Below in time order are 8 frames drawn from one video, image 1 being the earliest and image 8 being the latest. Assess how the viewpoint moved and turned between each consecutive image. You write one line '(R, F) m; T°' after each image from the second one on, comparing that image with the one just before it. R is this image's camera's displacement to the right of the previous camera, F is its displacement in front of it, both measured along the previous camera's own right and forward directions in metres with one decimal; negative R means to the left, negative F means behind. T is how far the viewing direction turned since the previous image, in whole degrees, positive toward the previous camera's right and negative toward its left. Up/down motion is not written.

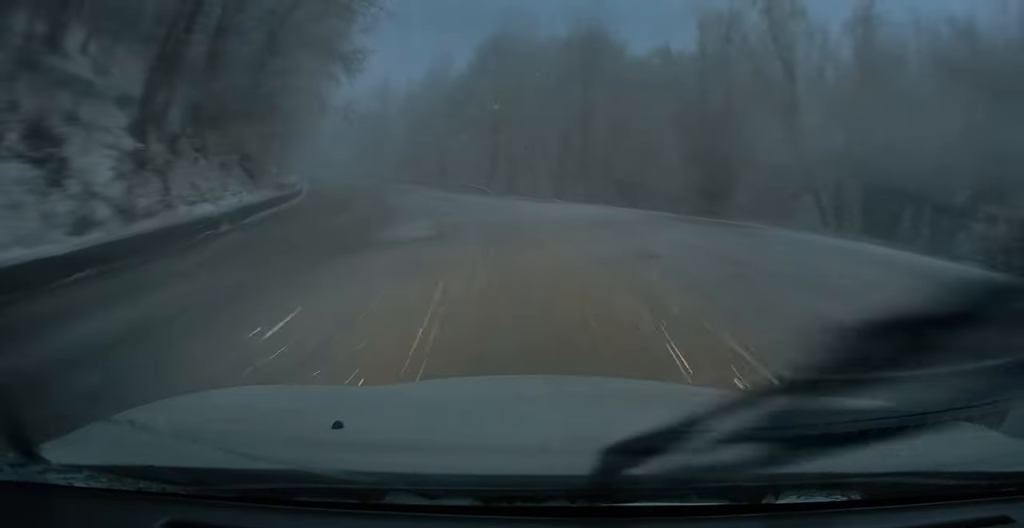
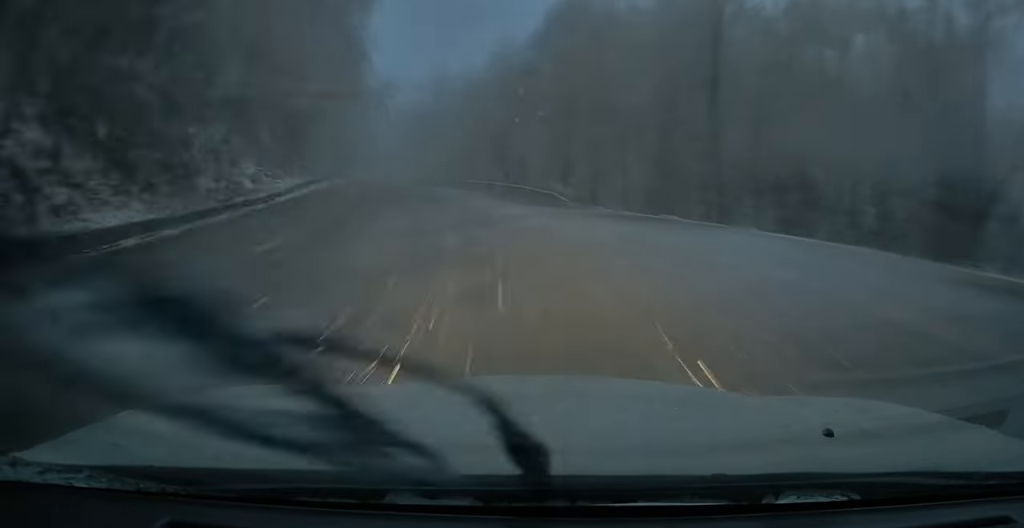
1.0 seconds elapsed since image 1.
(-1.3, +13.8) m; -8°
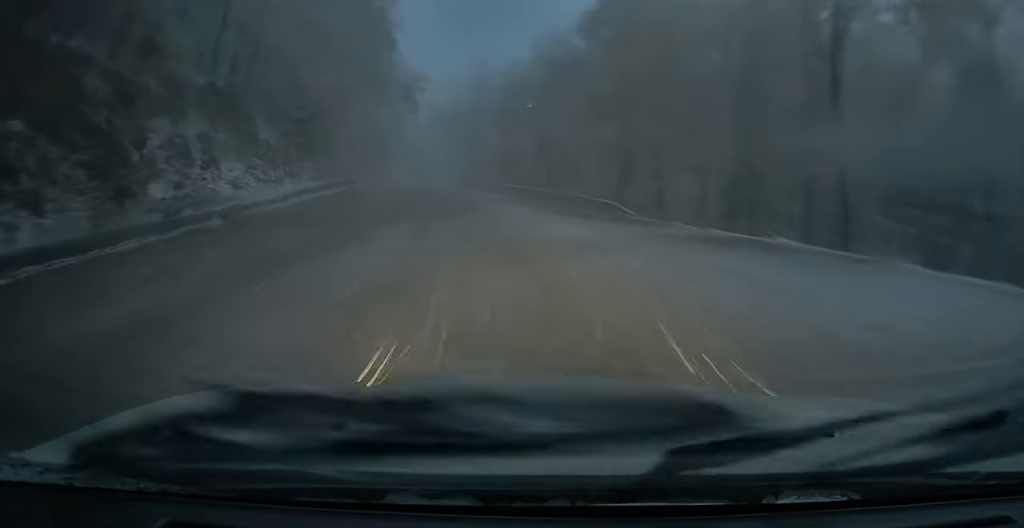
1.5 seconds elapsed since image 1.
(-0.2, +6.3) m; -3°
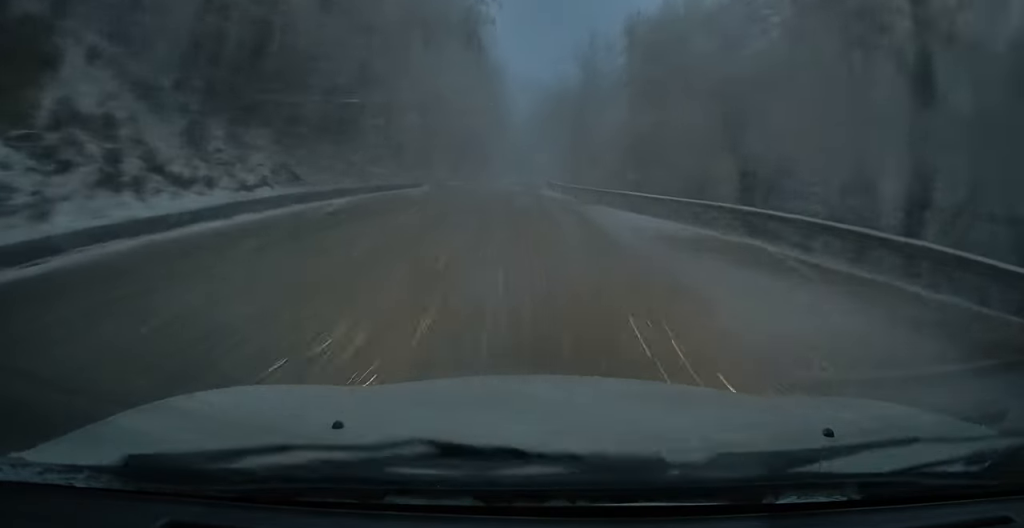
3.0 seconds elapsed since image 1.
(-1.4, +20.4) m; -5°
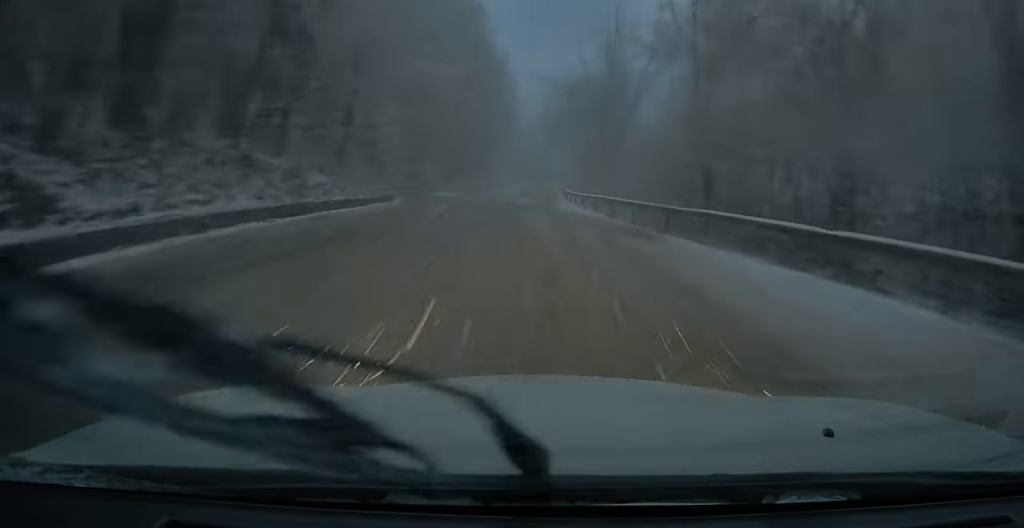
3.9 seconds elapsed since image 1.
(+0.1, +12.9) m; 0°
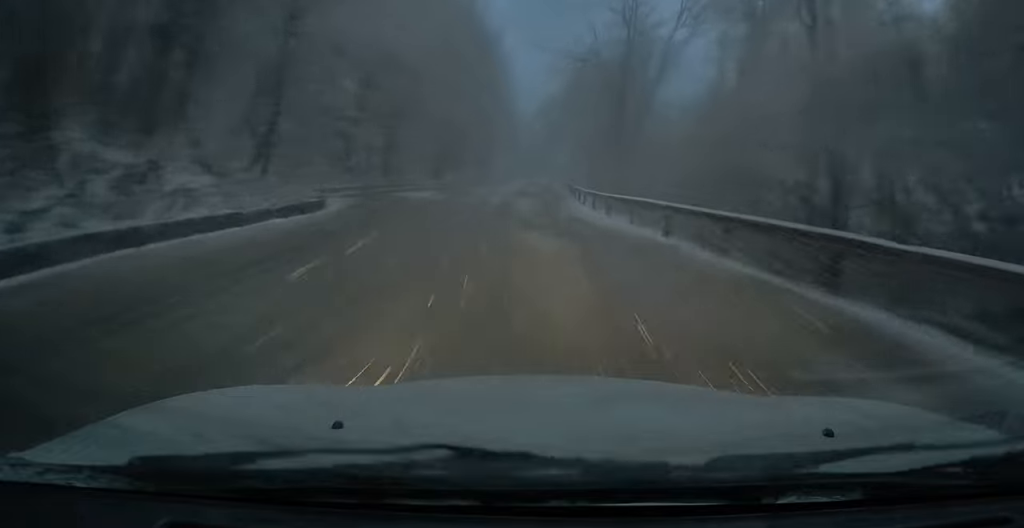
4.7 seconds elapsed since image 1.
(-0.1, +10.2) m; 0°
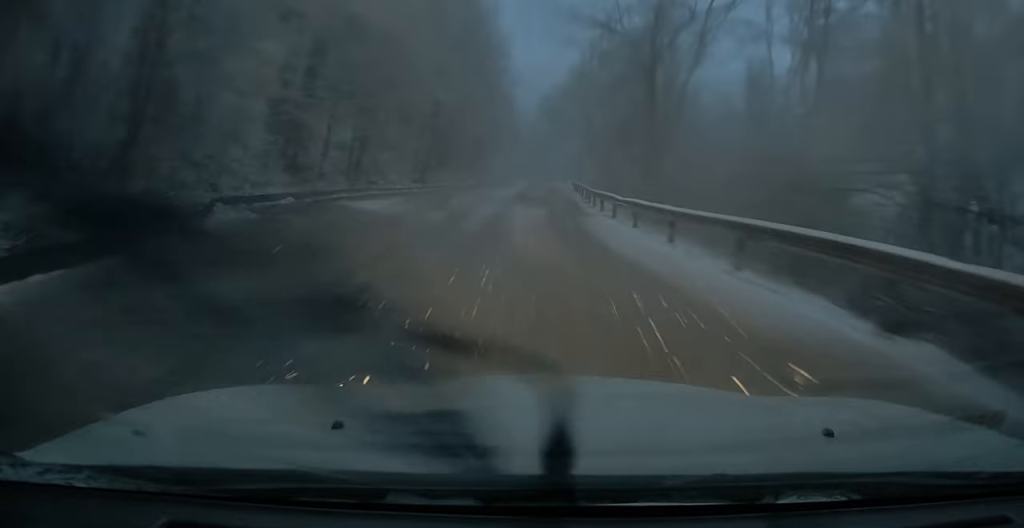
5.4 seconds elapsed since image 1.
(0.0, +9.7) m; 0°
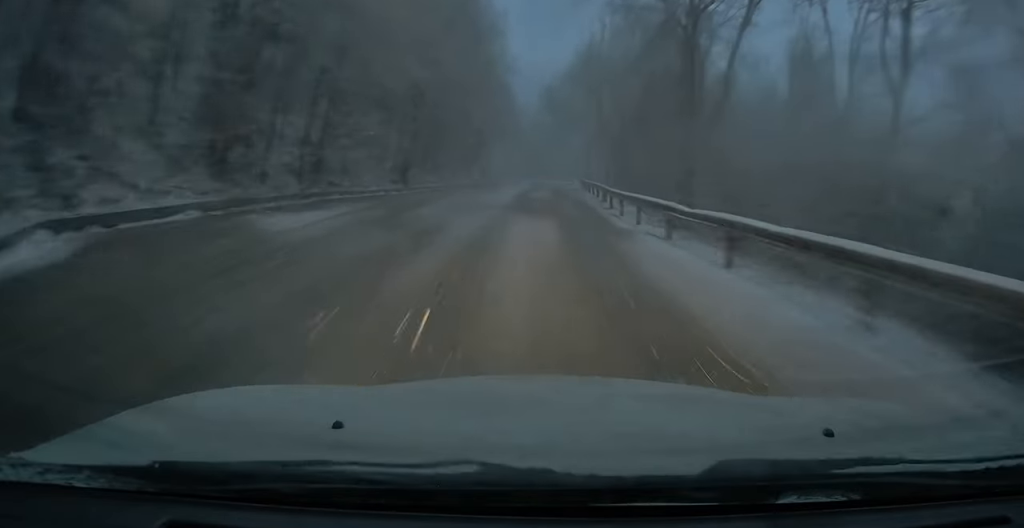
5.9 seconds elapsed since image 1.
(0.0, +7.8) m; 0°
